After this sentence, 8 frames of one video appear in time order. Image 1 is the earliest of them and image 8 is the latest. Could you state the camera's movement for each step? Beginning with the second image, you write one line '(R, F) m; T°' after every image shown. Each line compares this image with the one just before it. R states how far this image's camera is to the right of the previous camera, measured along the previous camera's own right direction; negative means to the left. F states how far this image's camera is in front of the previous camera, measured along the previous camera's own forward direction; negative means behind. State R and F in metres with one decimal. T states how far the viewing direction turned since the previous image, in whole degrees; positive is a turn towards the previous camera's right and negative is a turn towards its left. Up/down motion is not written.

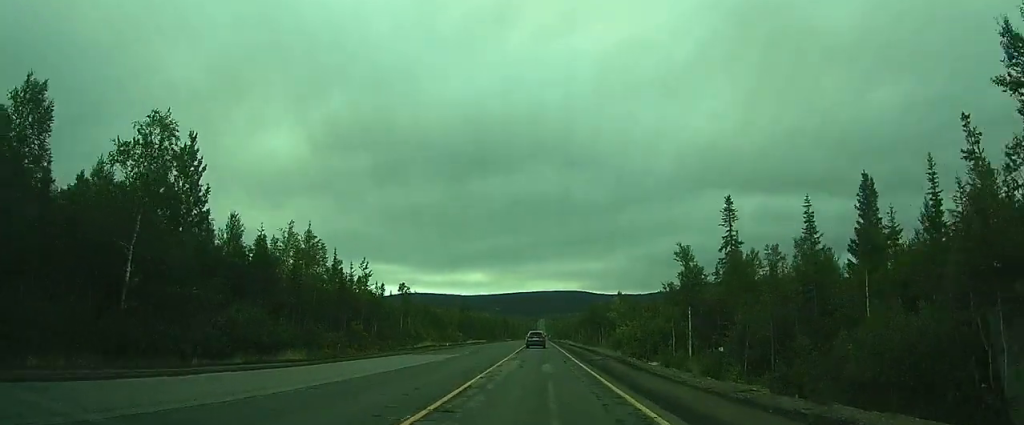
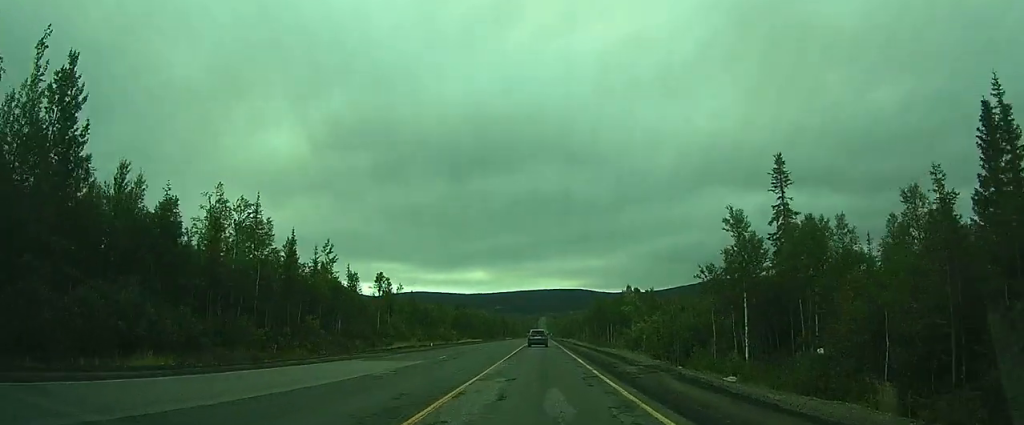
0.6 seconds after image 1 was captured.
(0.0, +13.1) m; 0°
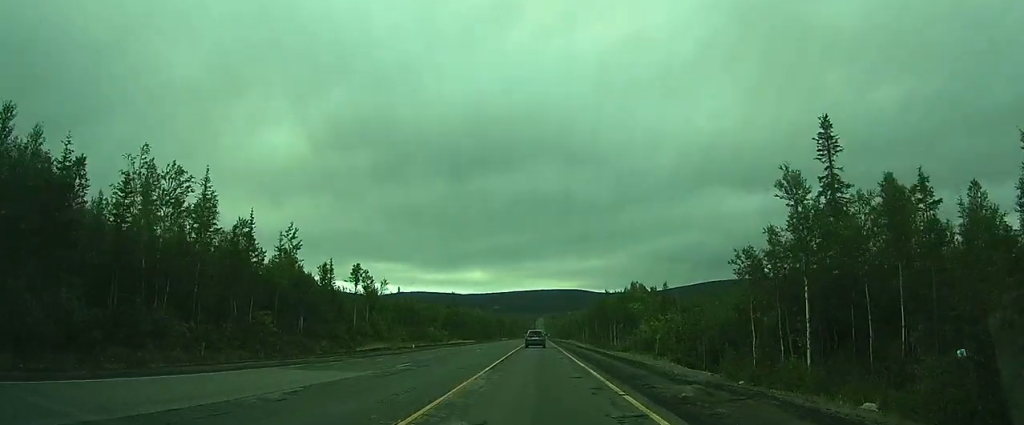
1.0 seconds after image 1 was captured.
(0.0, +8.7) m; 0°
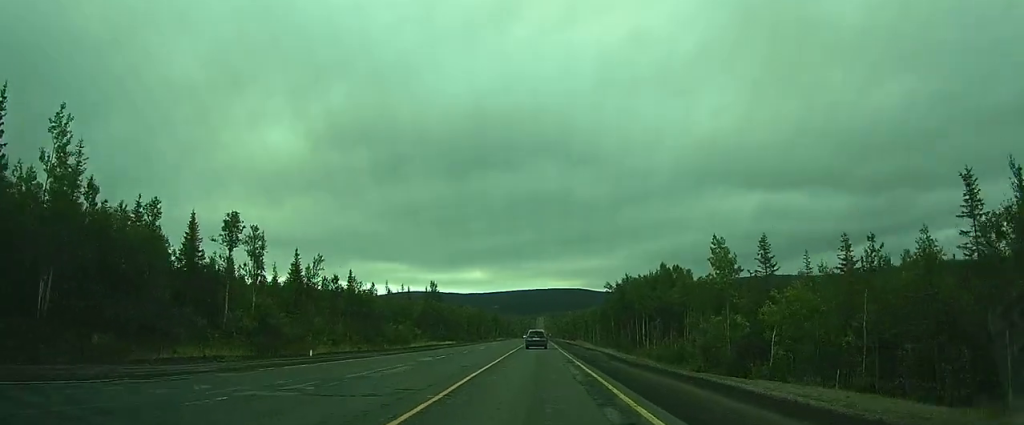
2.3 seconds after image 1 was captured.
(+0.2, +28.2) m; 0°
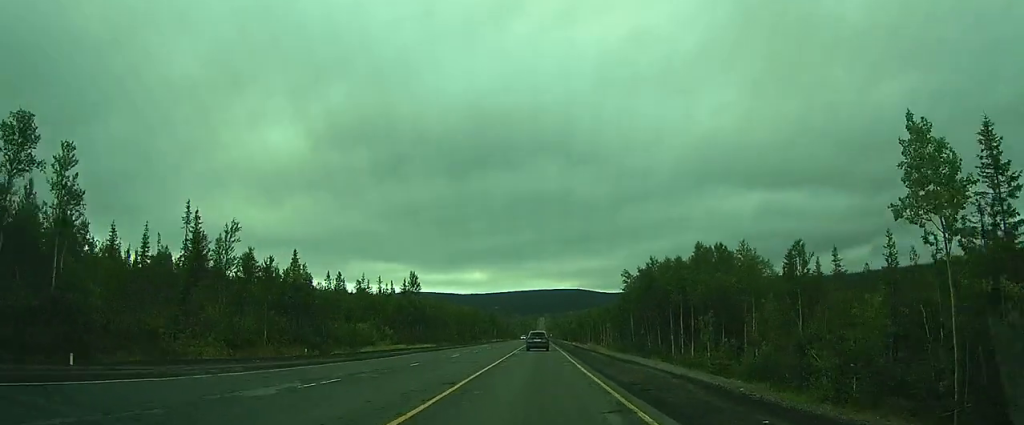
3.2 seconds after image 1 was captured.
(0.0, +19.4) m; 0°
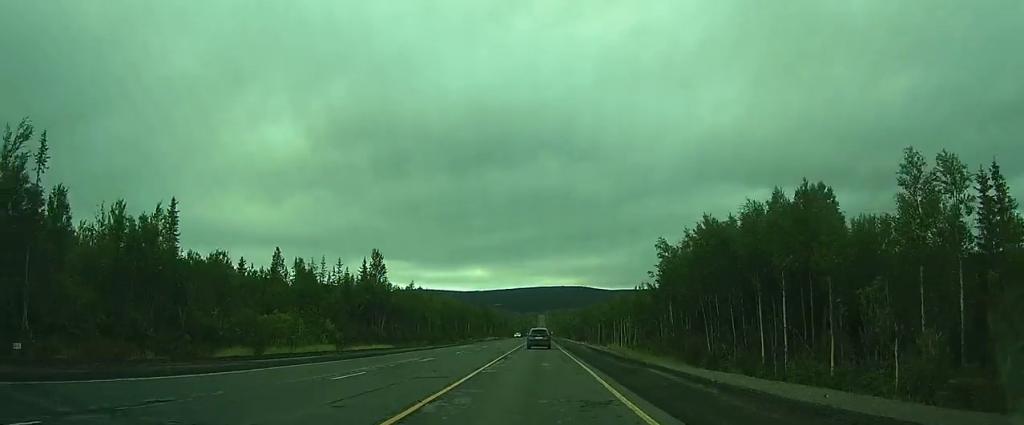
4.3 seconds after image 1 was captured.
(0.0, +22.4) m; 0°
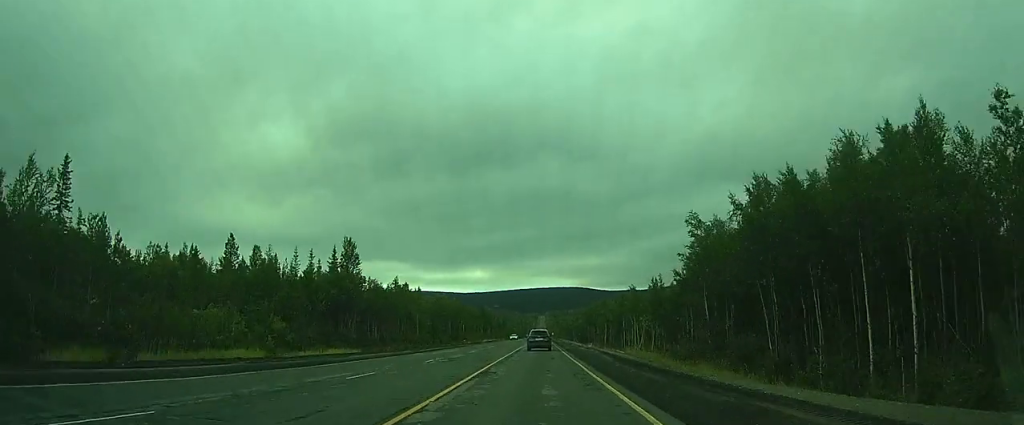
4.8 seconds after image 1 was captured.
(0.0, +10.9) m; 0°
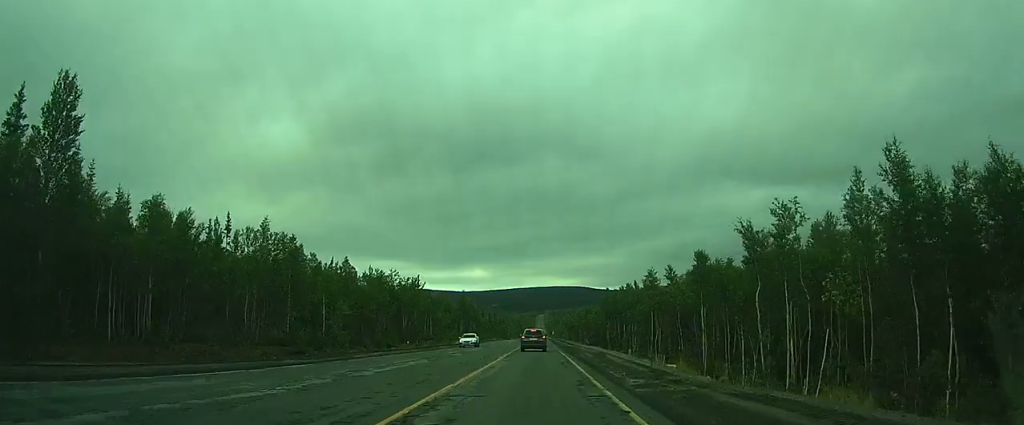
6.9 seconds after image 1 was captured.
(0.0, +38.3) m; 0°
